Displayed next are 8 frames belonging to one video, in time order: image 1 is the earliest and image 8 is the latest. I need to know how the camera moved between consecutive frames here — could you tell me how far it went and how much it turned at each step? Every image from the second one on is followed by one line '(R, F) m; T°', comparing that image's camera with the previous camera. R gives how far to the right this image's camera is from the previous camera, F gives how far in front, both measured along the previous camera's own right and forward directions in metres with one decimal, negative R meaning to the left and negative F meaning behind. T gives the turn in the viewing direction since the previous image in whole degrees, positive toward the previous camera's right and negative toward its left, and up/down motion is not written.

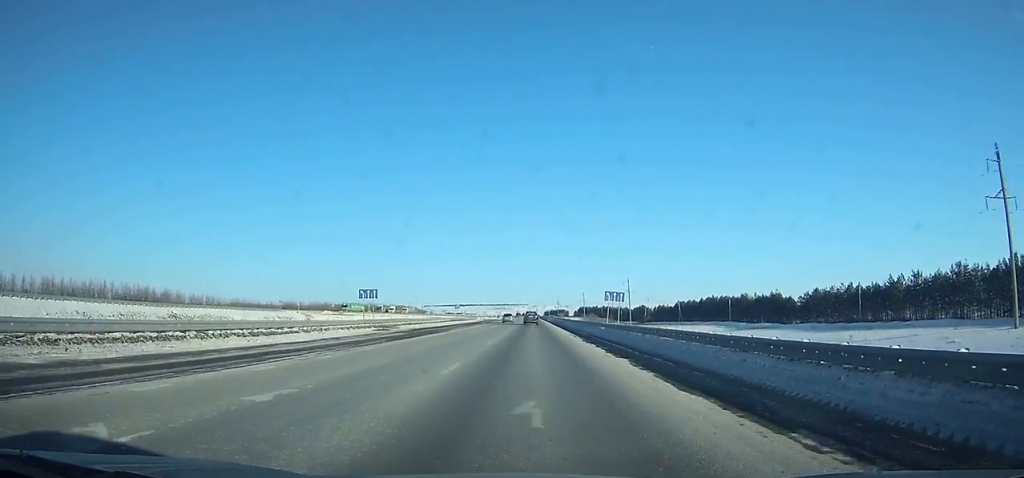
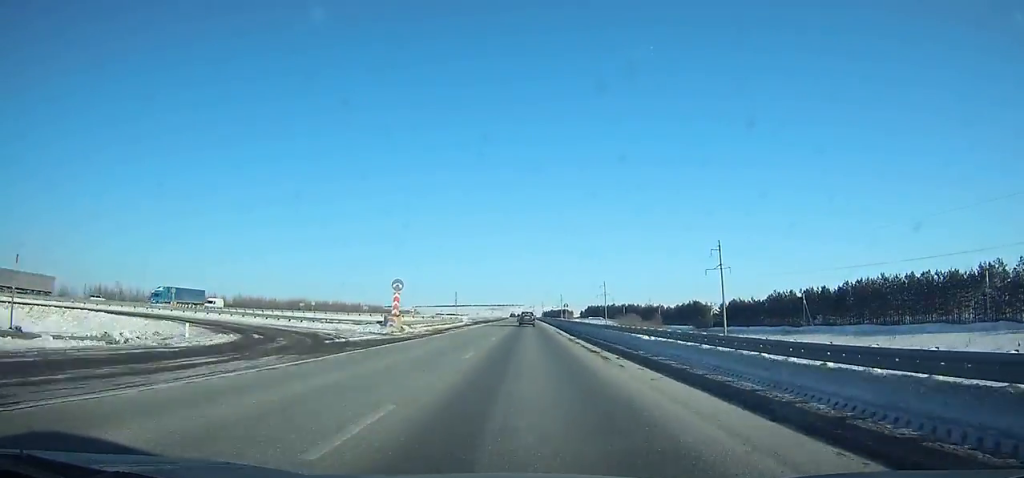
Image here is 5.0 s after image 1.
(+0.6, +125.2) m; 0°
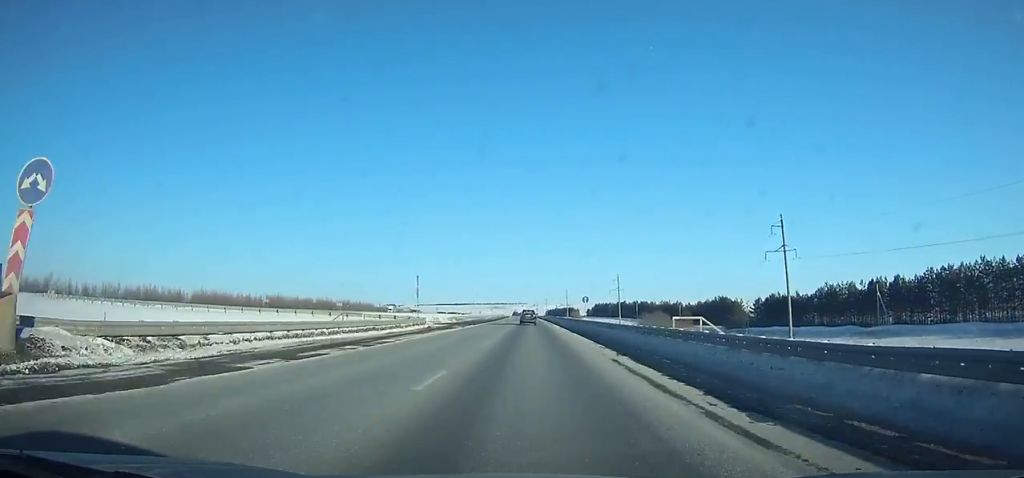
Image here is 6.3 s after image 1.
(+0.1, +32.1) m; 0°
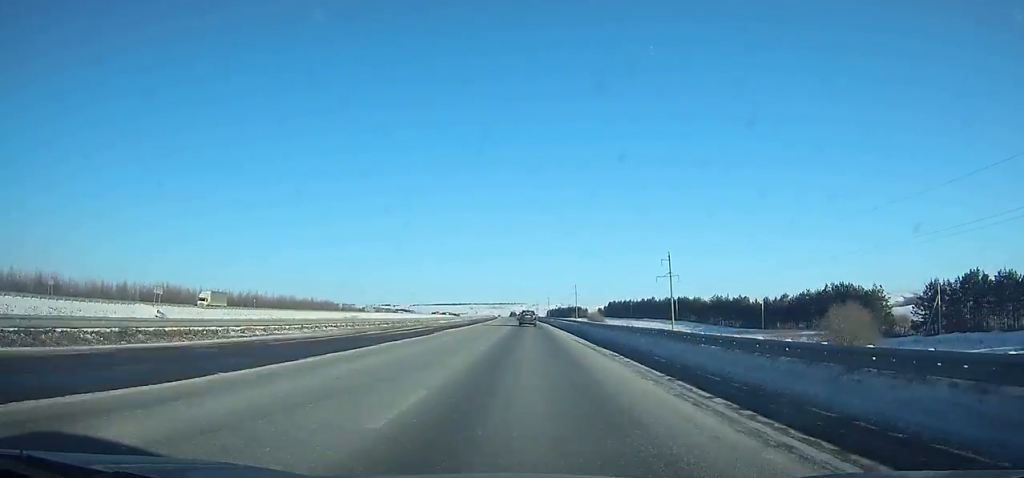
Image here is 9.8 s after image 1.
(-0.2, +85.1) m; 0°
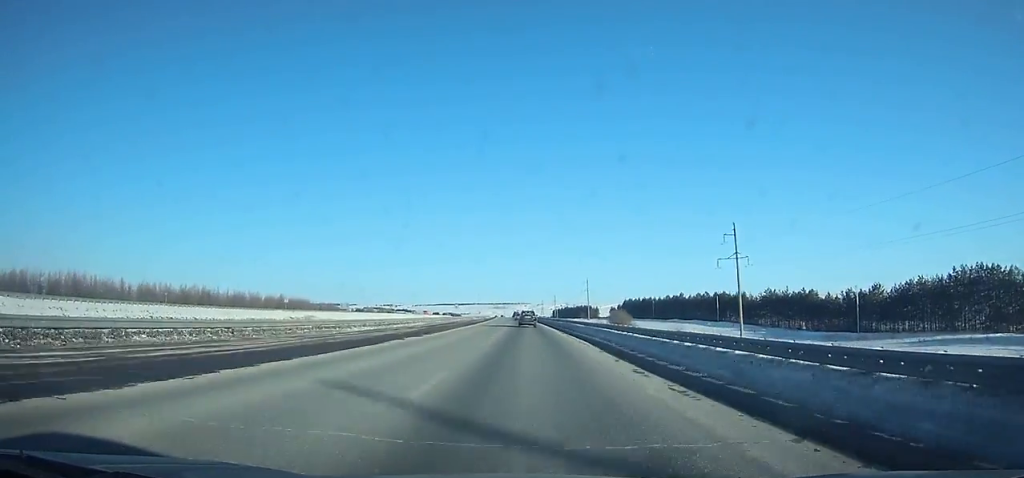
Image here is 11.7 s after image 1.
(0.0, +45.7) m; -1°
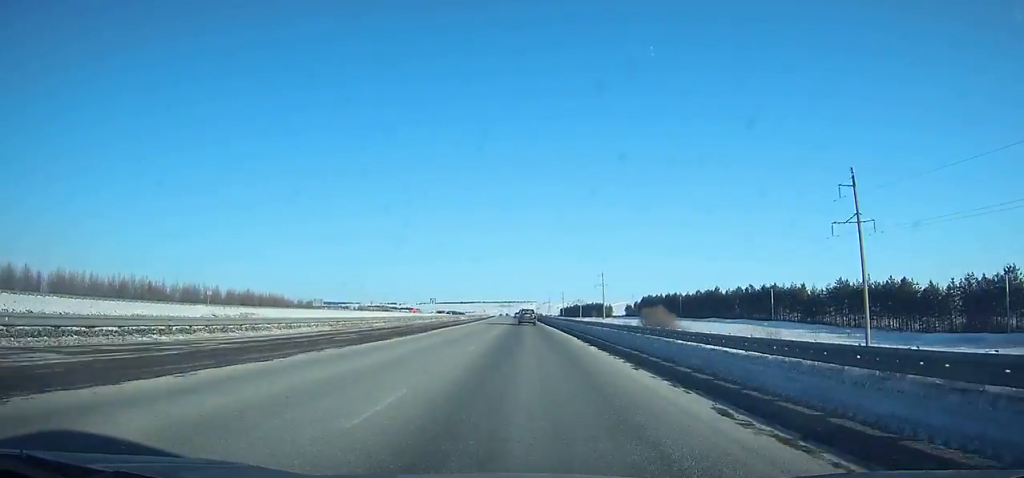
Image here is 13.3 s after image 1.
(-0.3, +38.1) m; -1°
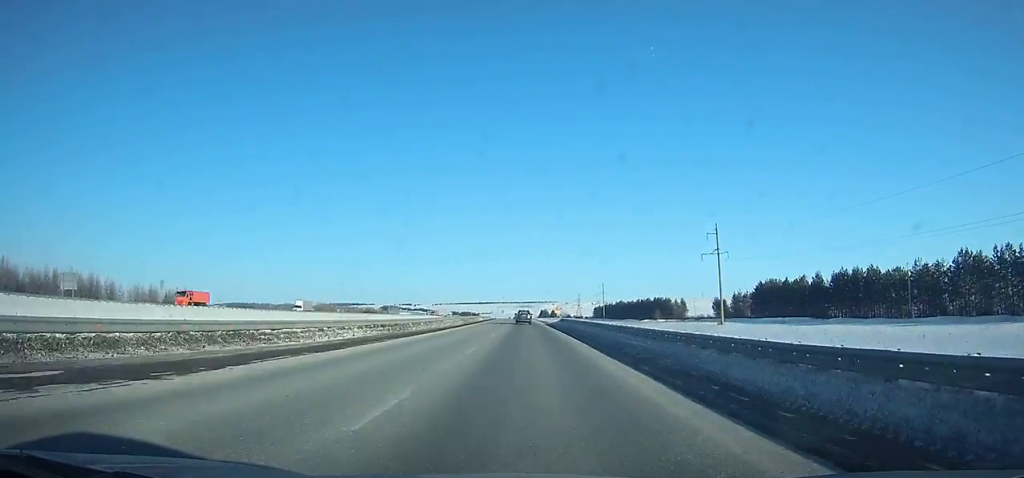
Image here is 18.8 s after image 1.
(-2.6, +130.9) m; -2°
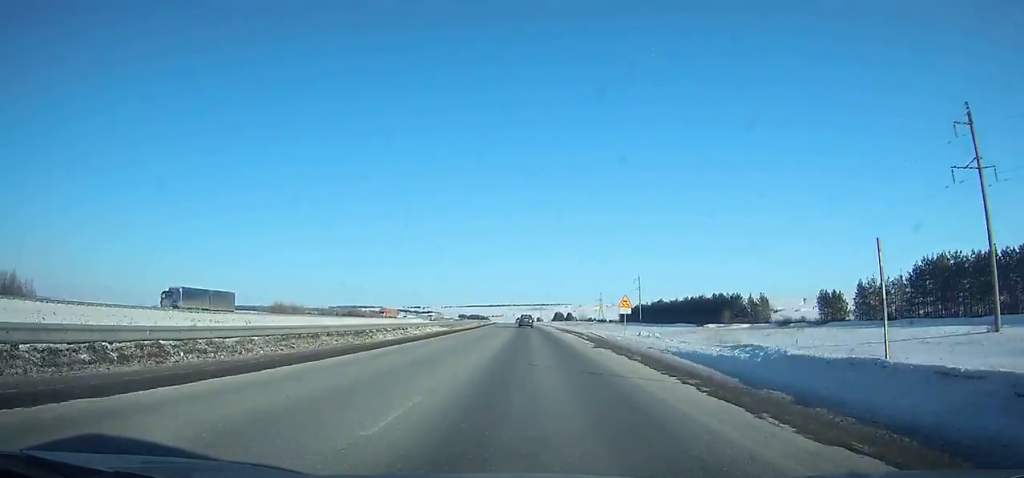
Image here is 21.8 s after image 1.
(-0.7, +71.8) m; -1°
